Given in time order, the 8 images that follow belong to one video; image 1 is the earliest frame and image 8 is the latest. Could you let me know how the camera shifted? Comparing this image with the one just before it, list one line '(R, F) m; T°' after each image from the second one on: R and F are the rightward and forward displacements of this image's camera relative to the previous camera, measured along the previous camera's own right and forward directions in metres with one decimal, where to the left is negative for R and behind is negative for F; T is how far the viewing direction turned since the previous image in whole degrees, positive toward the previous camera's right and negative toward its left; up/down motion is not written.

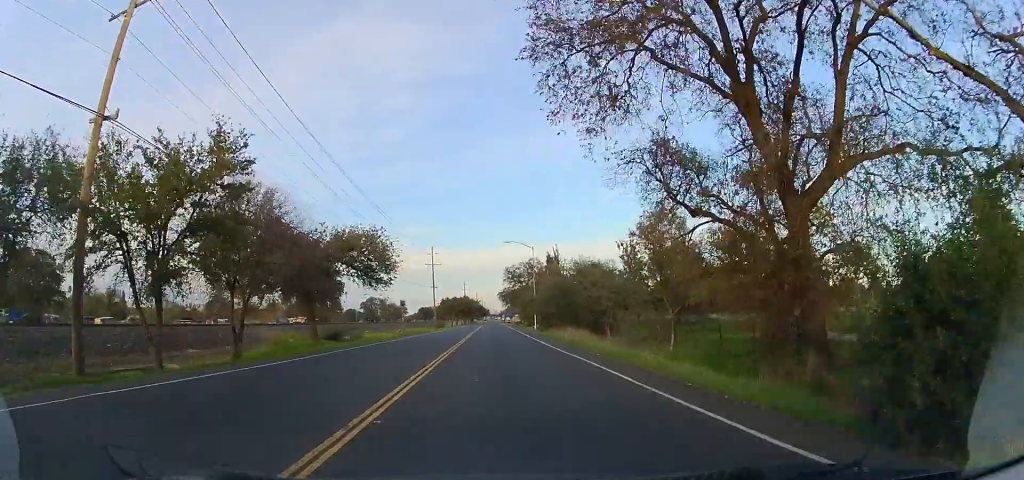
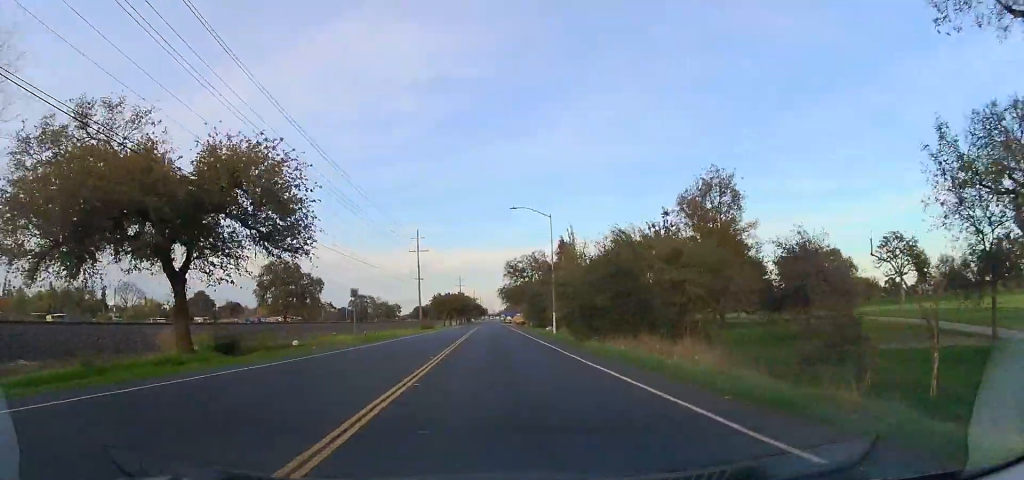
(0.0, +18.0) m; -1°
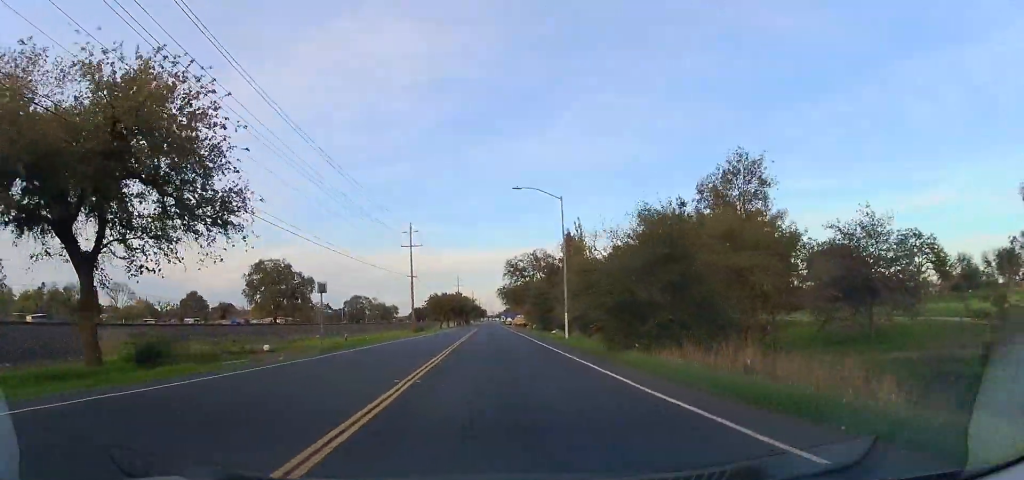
(0.0, +6.5) m; -1°
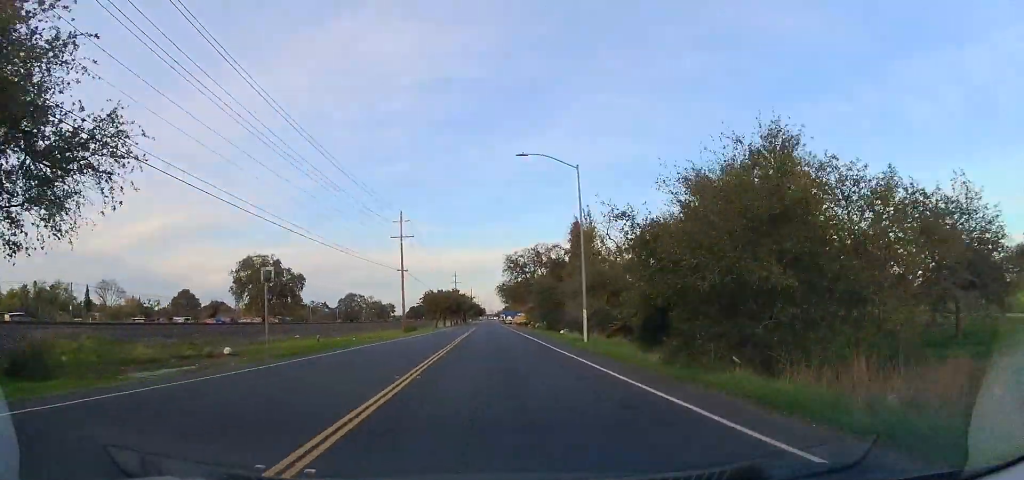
(0.0, +6.9) m; -1°
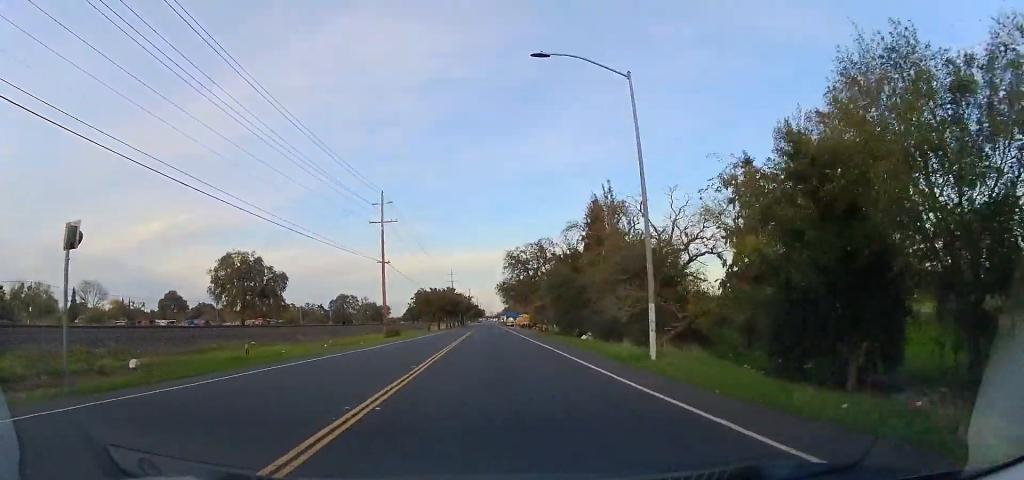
(-0.3, +11.4) m; -1°
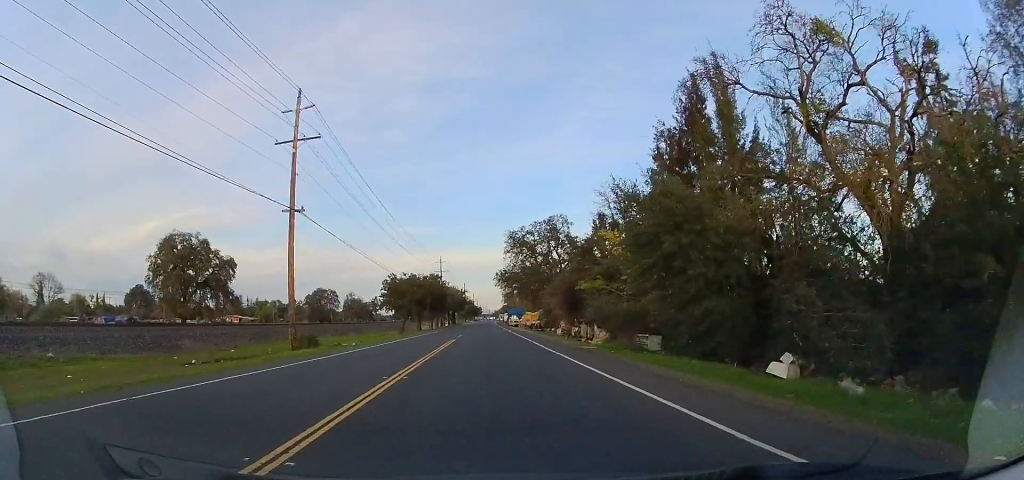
(+0.2, +25.0) m; +1°
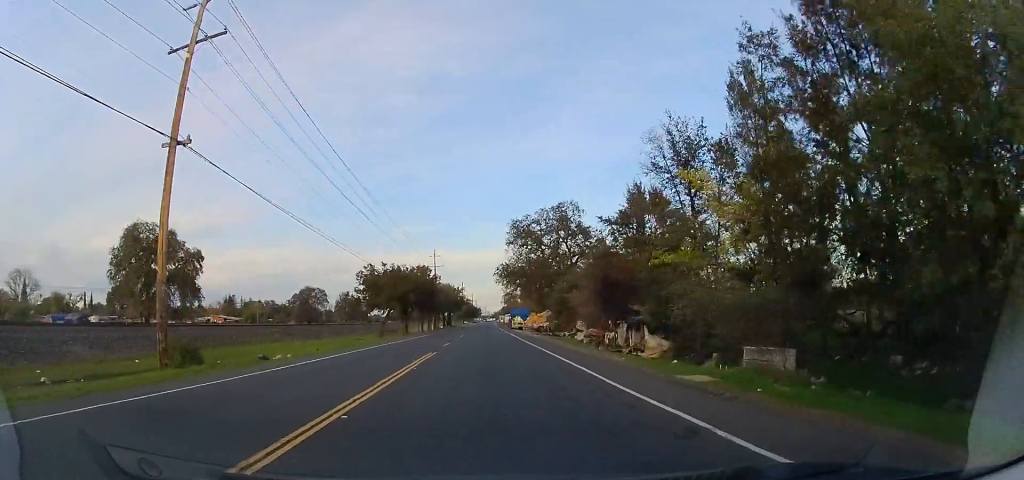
(0.0, +12.4) m; -2°
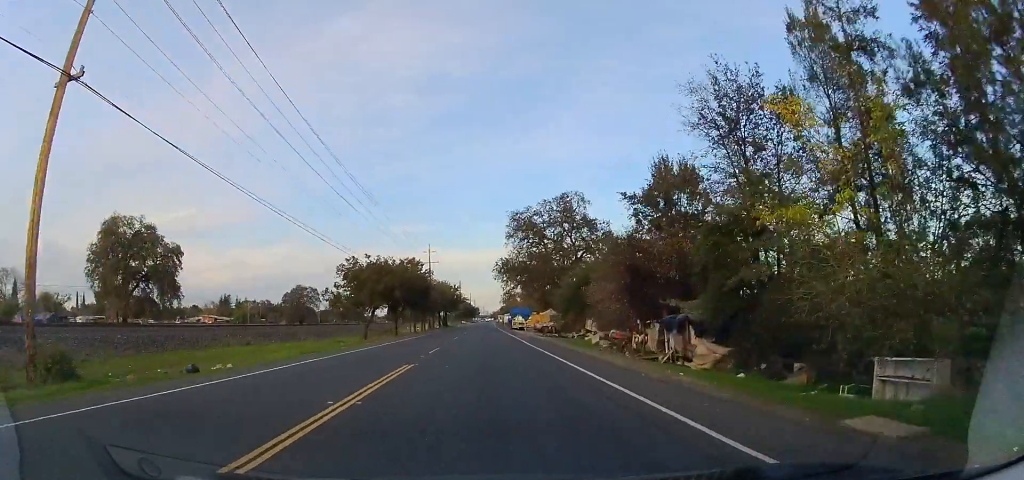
(-0.3, +6.2) m; -1°
